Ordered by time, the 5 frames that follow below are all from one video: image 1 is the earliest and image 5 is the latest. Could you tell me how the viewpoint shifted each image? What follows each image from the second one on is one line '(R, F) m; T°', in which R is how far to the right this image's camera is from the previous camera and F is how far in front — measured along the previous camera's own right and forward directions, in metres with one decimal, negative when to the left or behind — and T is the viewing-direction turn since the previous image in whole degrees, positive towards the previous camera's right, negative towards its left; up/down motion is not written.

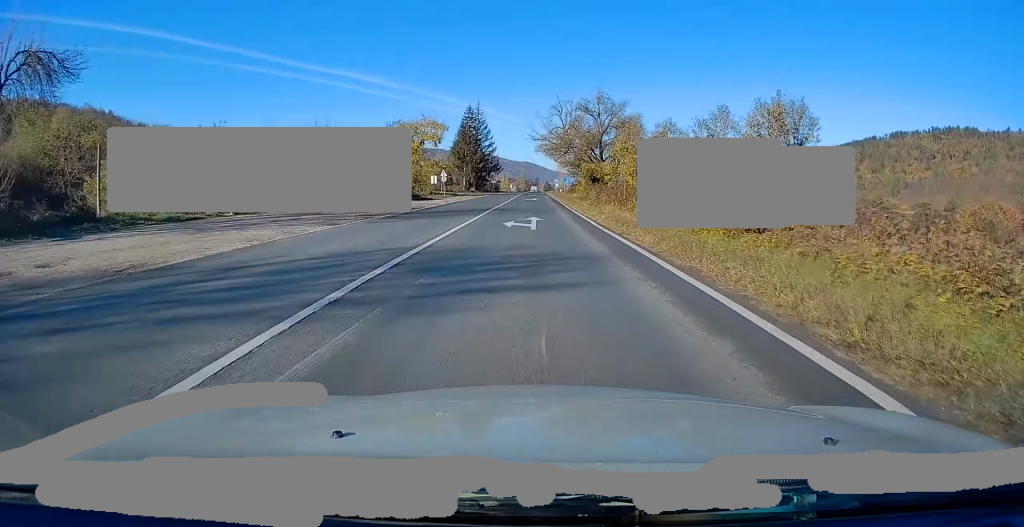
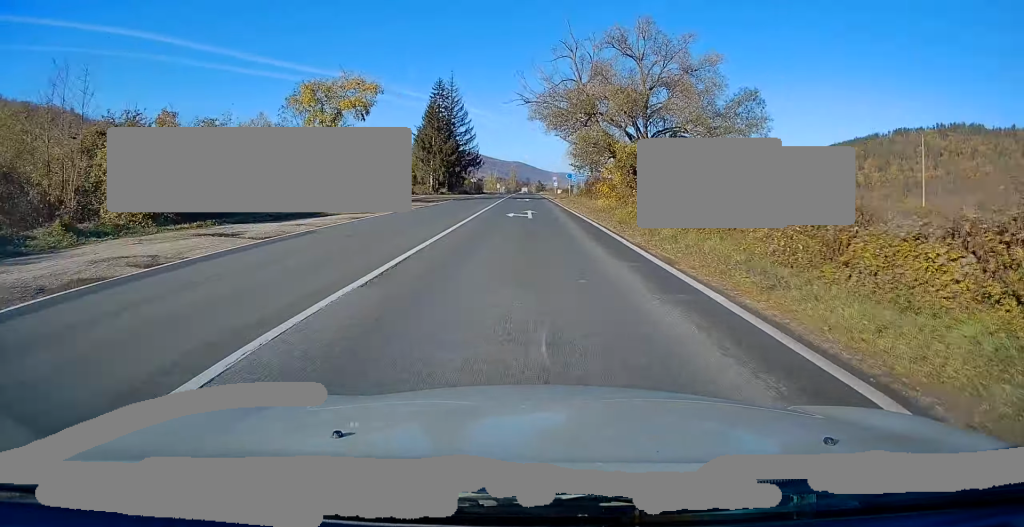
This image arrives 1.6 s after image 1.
(+0.3, +33.8) m; 0°
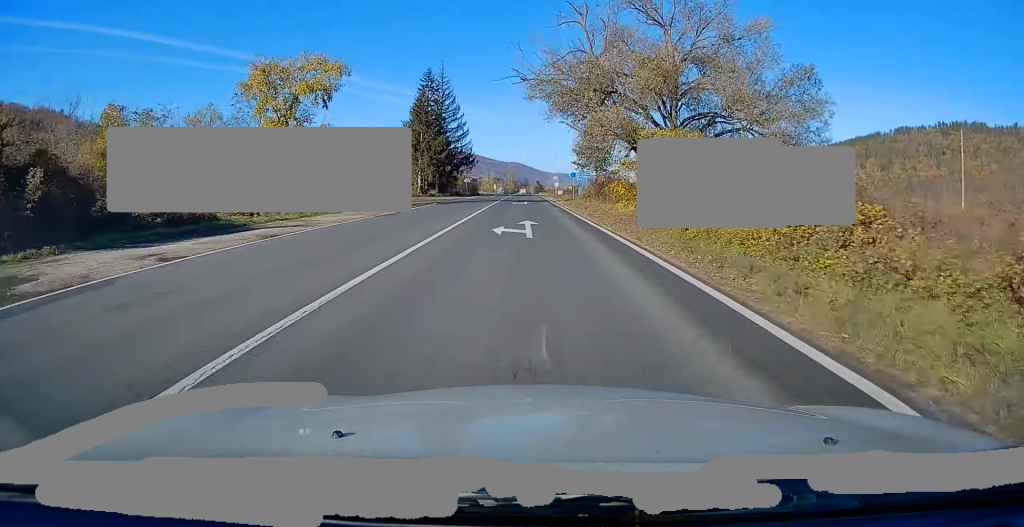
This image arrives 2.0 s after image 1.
(-0.2, +9.2) m; 0°
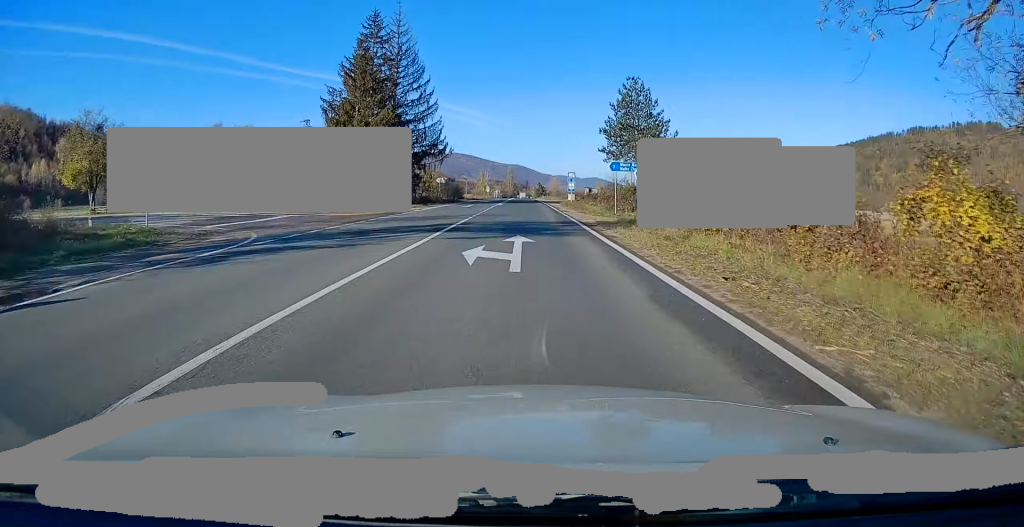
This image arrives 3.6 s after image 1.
(+0.6, +33.3) m; +1°
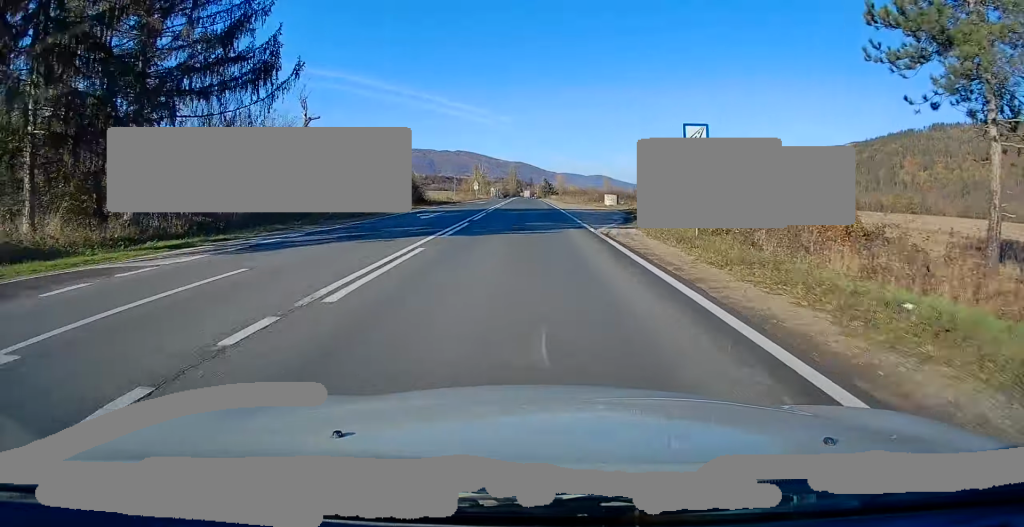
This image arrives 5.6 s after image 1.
(-0.6, +43.6) m; 0°
